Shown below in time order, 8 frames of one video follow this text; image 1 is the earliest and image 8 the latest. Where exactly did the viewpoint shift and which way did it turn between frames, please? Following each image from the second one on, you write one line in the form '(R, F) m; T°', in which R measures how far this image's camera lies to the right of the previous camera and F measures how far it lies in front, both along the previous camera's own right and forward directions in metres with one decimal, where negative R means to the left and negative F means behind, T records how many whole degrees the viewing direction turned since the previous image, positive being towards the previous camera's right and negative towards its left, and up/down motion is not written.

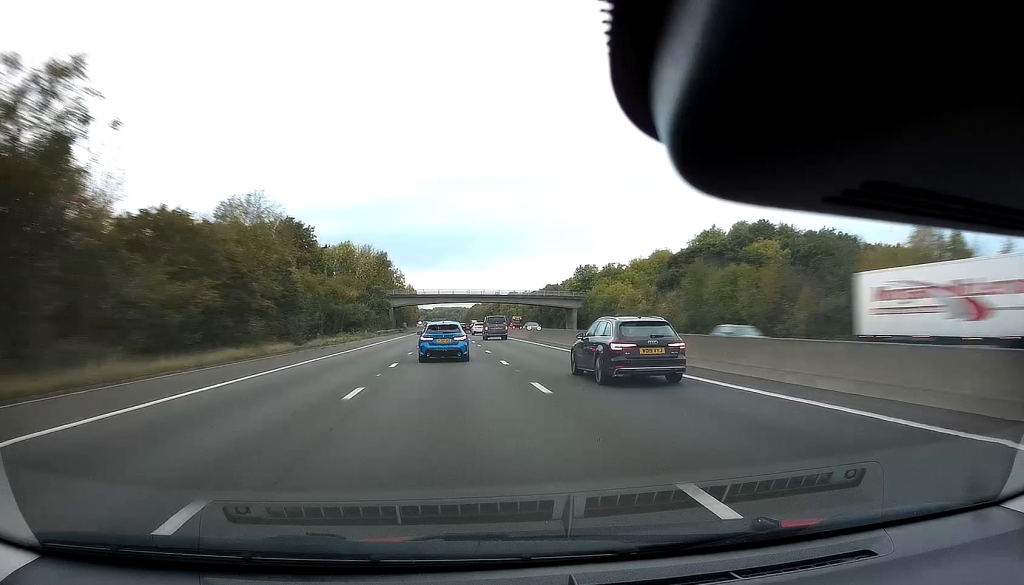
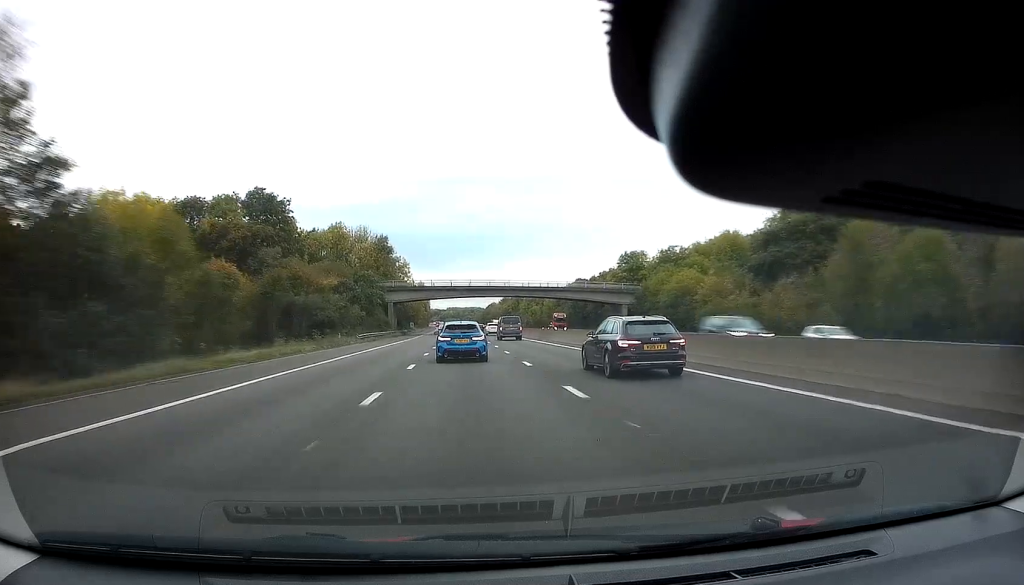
(-0.3, +28.6) m; -2°
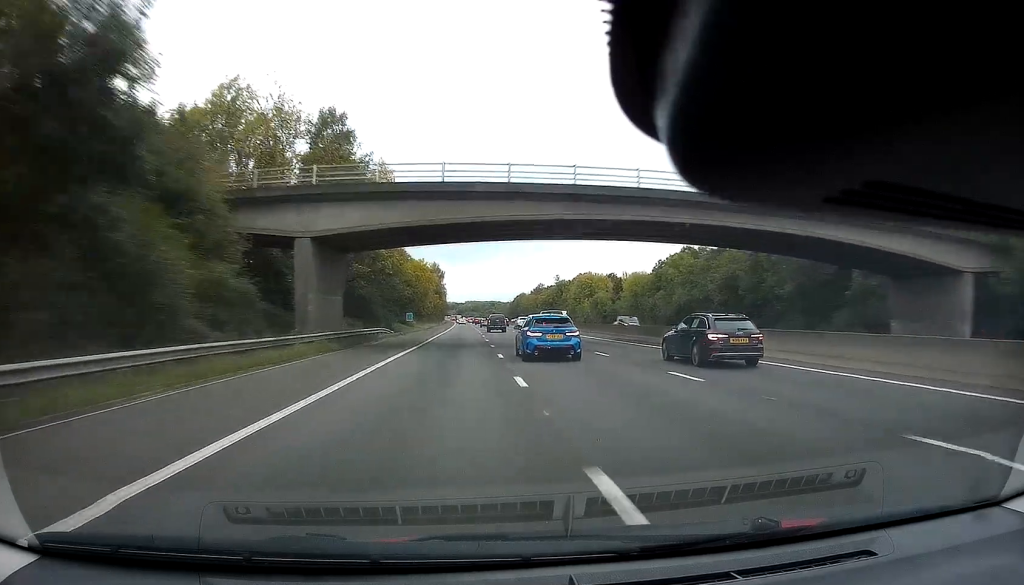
(-2.6, +71.9) m; -1°
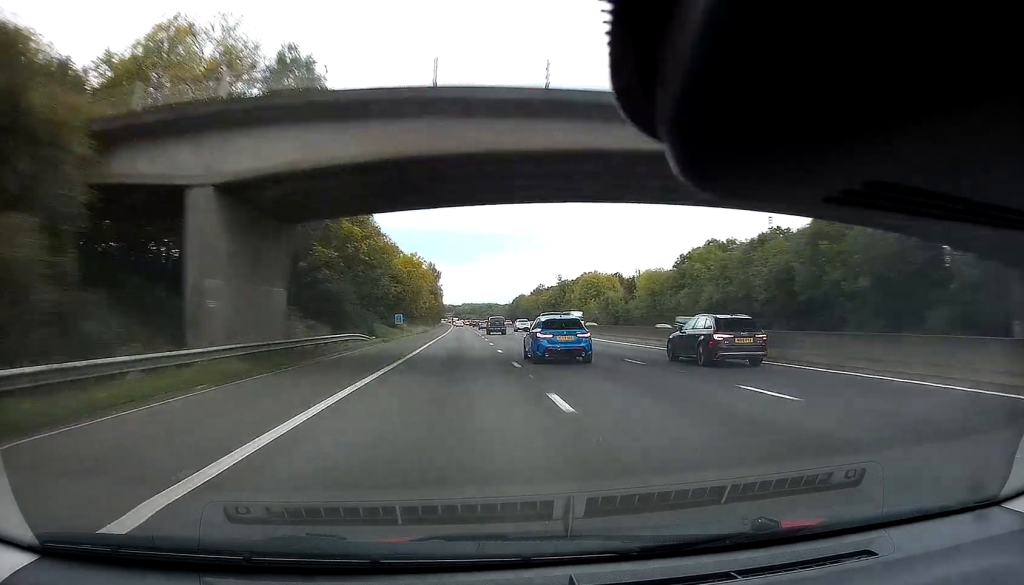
(0.0, +13.0) m; +1°
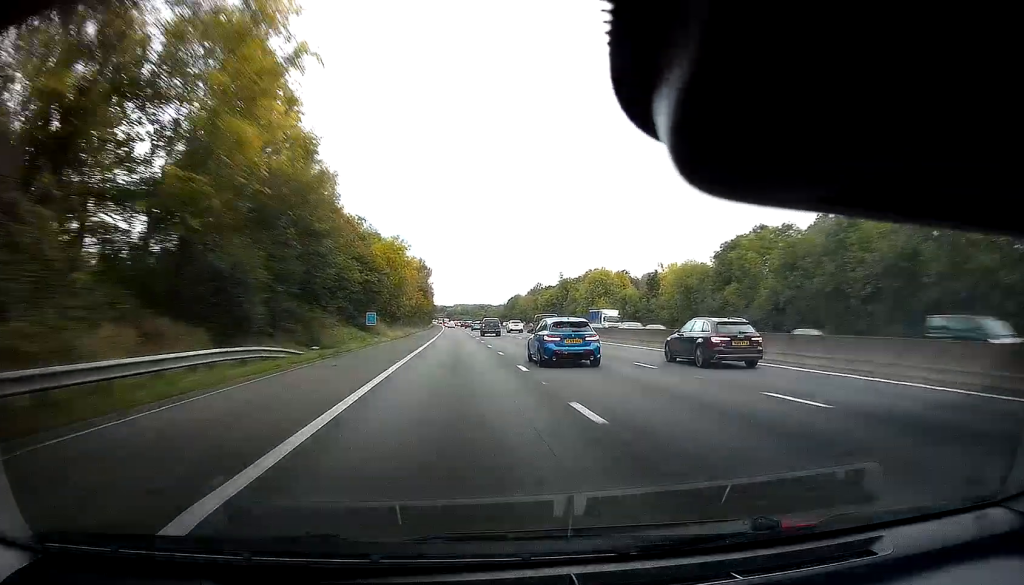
(+0.3, +19.5) m; 0°
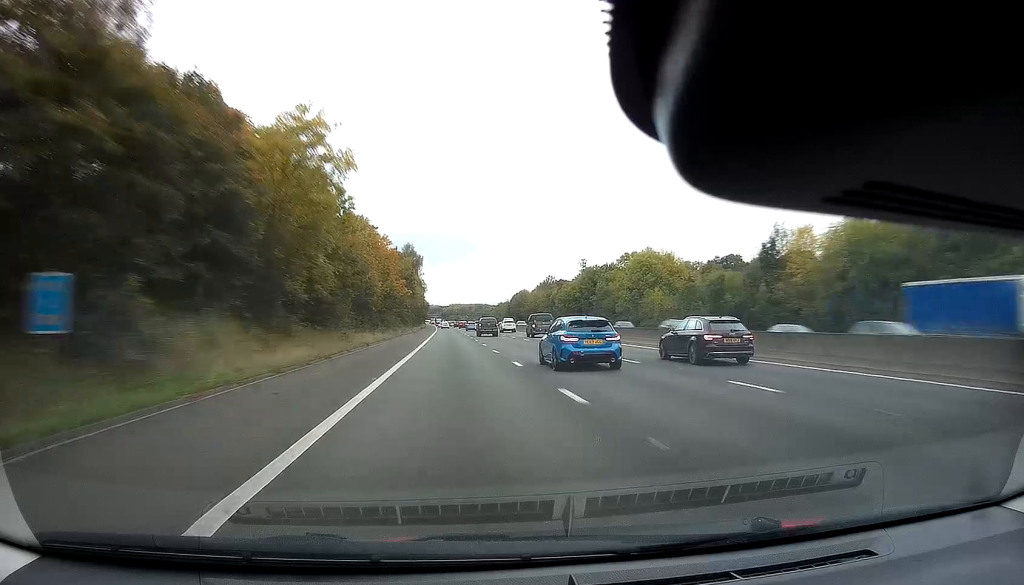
(-0.3, +44.2) m; -2°
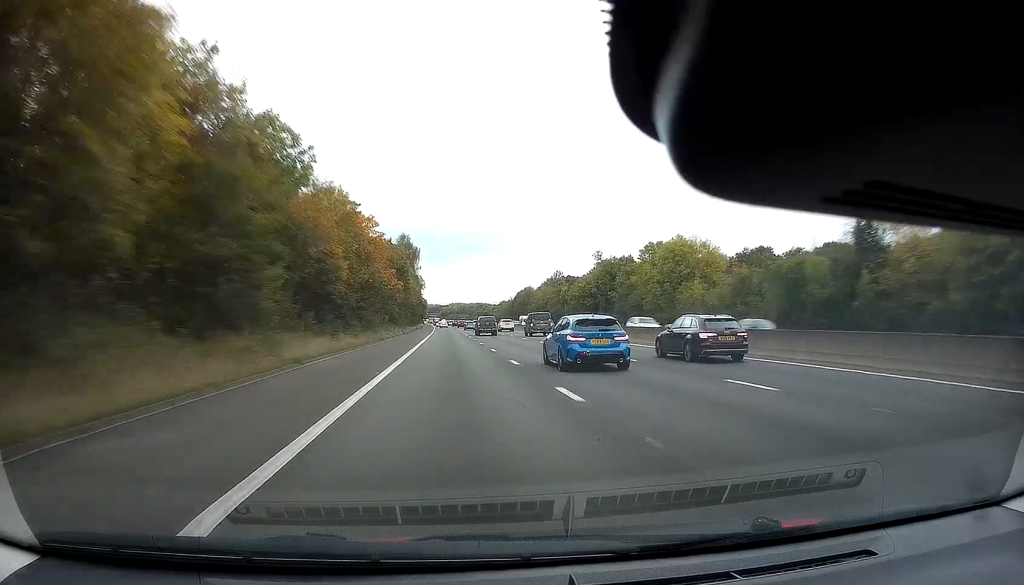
(-0.2, +18.3) m; 0°
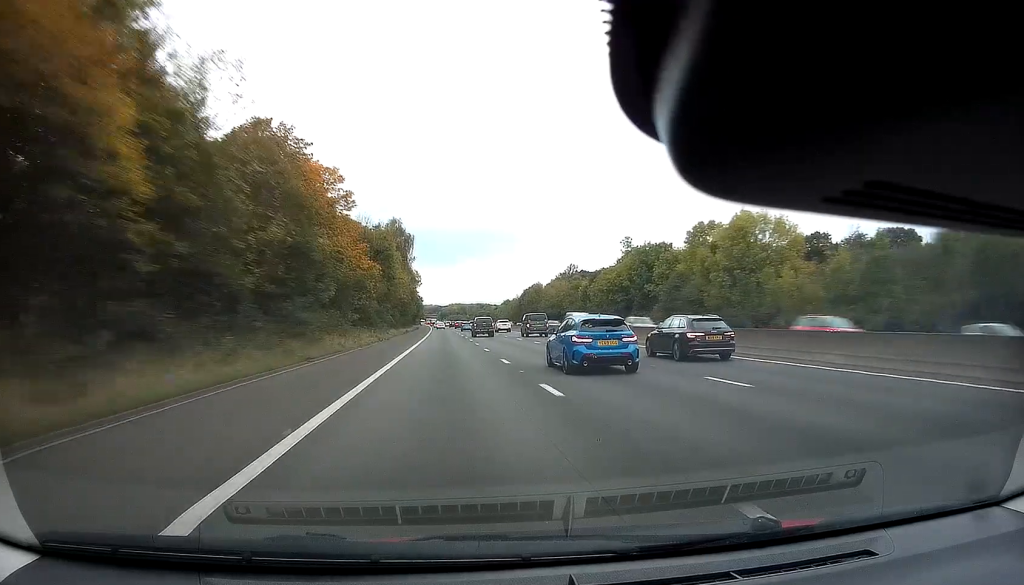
(+0.1, +26.9) m; +1°
